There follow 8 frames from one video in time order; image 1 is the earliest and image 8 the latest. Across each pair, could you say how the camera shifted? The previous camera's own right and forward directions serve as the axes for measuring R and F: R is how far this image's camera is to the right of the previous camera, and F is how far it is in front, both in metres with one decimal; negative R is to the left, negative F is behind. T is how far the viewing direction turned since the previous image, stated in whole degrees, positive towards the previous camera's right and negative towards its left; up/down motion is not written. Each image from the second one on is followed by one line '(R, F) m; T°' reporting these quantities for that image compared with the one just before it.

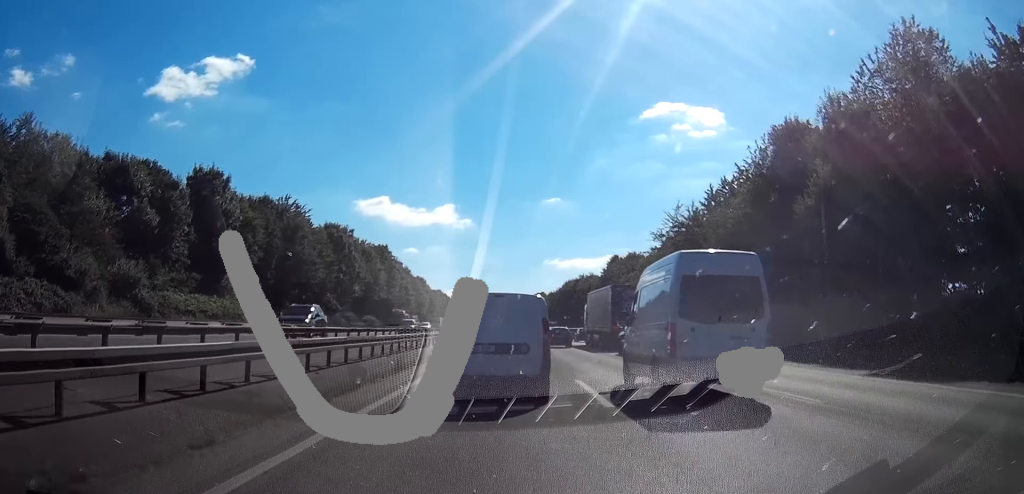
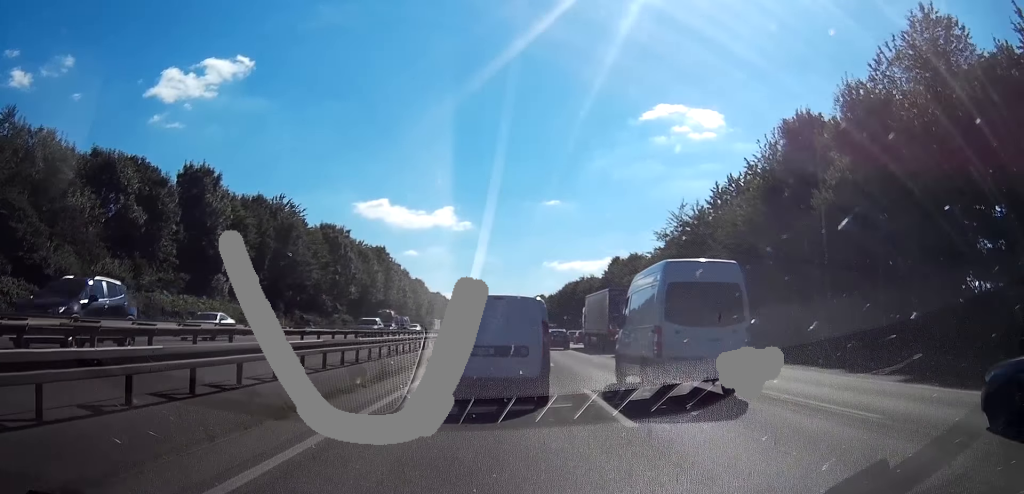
(0.0, +2.3) m; +1°
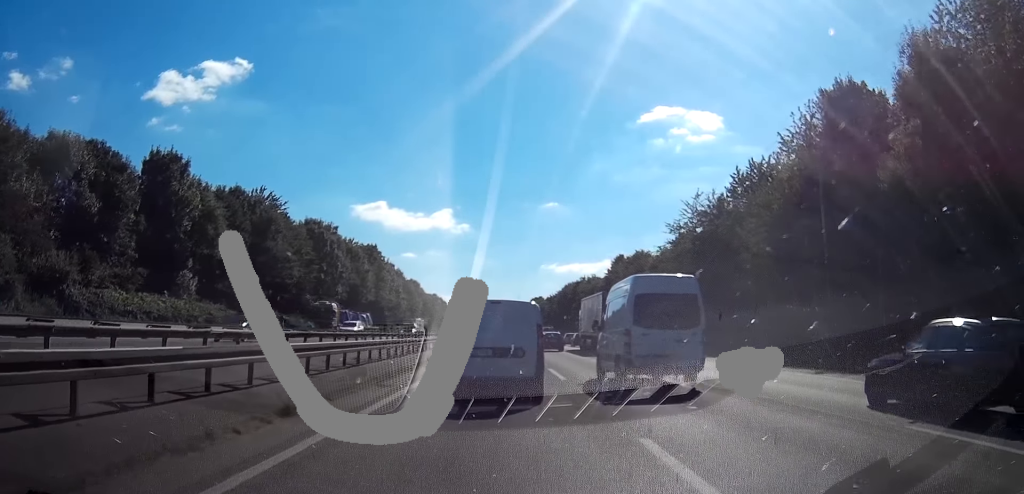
(+0.2, +7.0) m; +1°
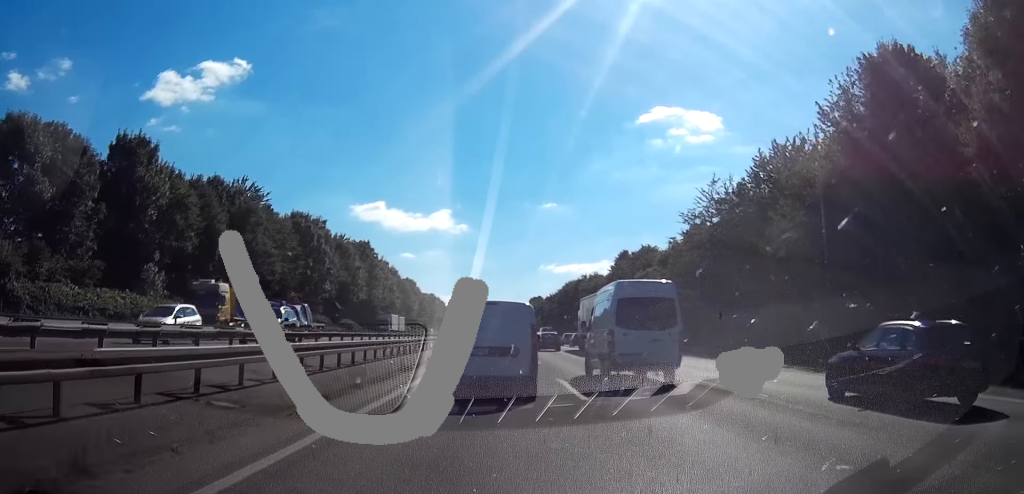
(0.0, +5.9) m; 0°
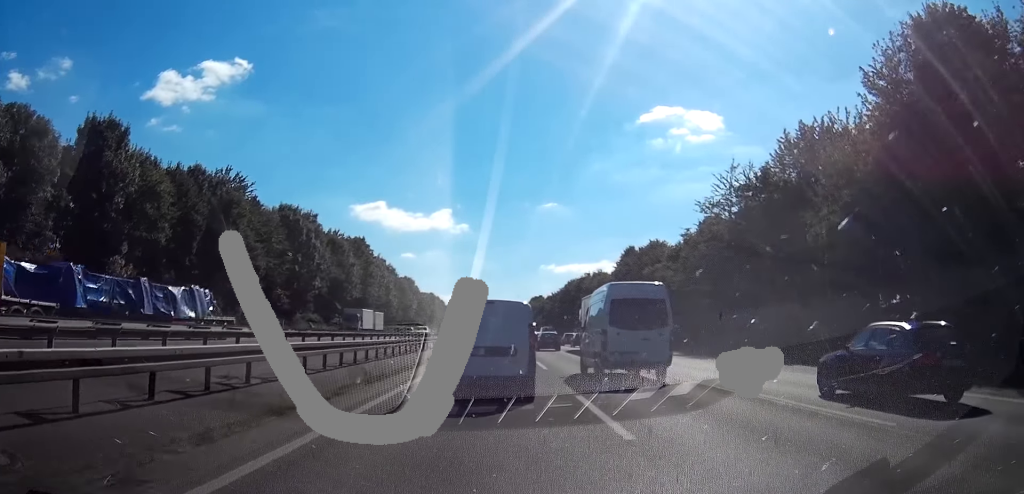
(0.0, +4.6) m; 0°
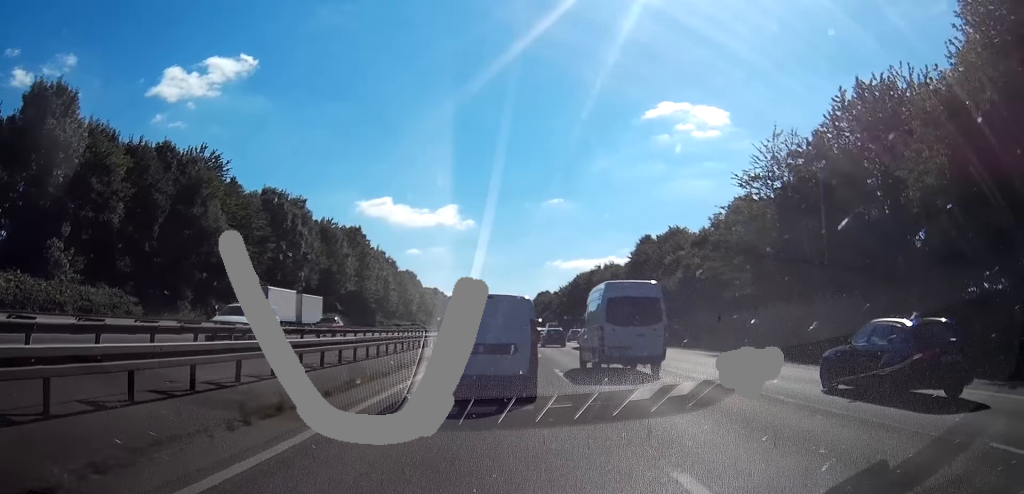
(-0.1, +7.5) m; -2°
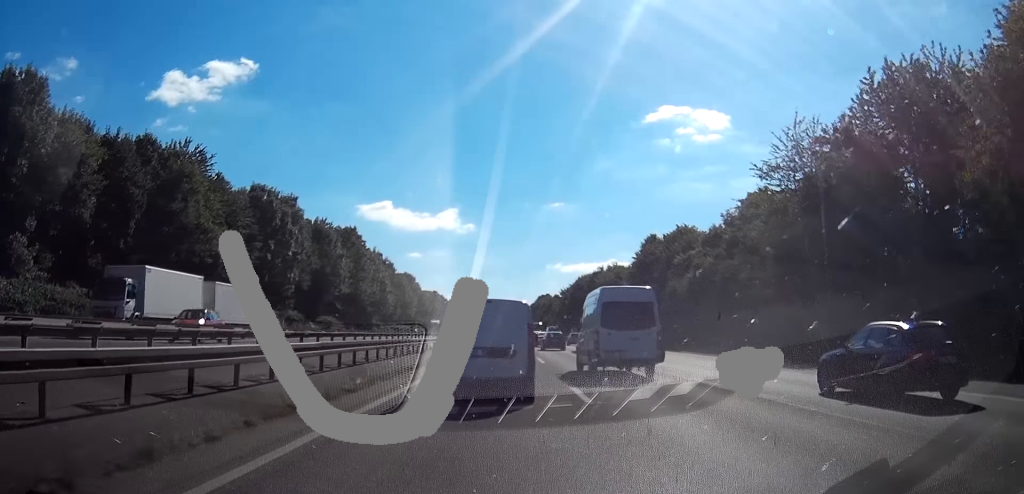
(-0.1, +4.2) m; 0°
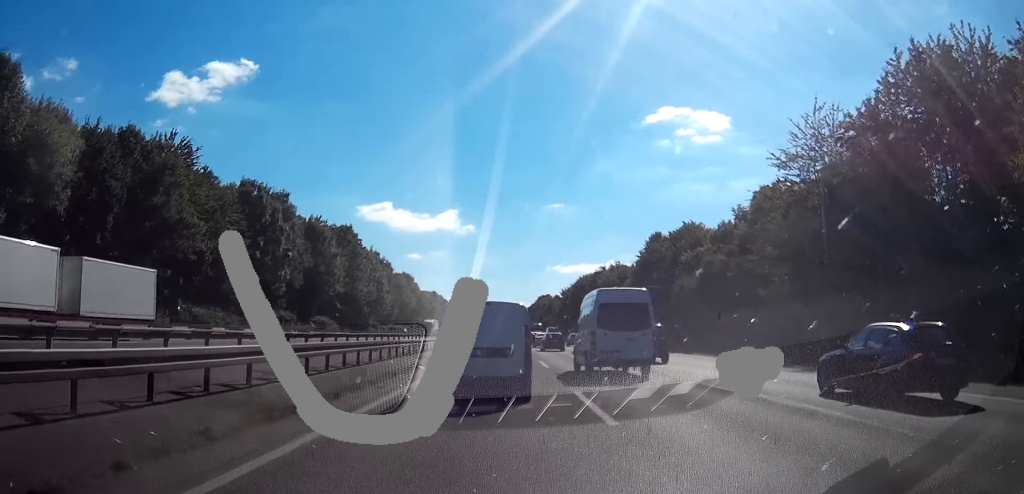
(0.0, +3.8) m; 0°
